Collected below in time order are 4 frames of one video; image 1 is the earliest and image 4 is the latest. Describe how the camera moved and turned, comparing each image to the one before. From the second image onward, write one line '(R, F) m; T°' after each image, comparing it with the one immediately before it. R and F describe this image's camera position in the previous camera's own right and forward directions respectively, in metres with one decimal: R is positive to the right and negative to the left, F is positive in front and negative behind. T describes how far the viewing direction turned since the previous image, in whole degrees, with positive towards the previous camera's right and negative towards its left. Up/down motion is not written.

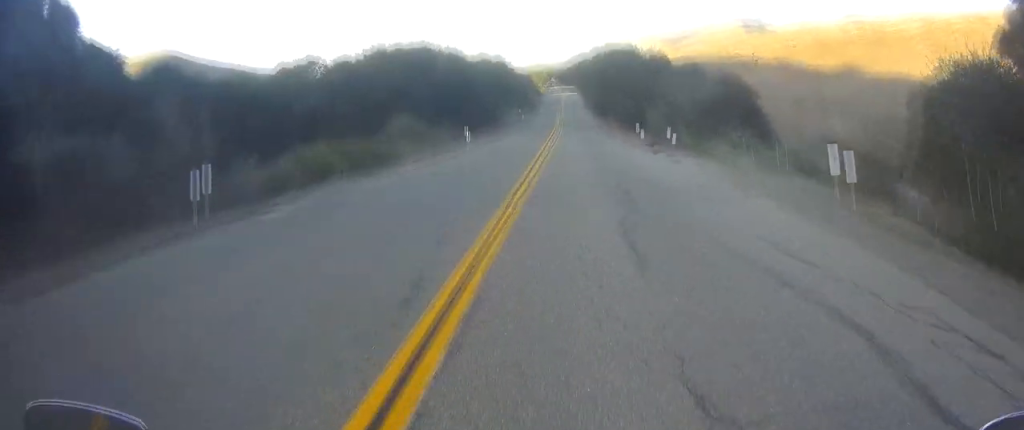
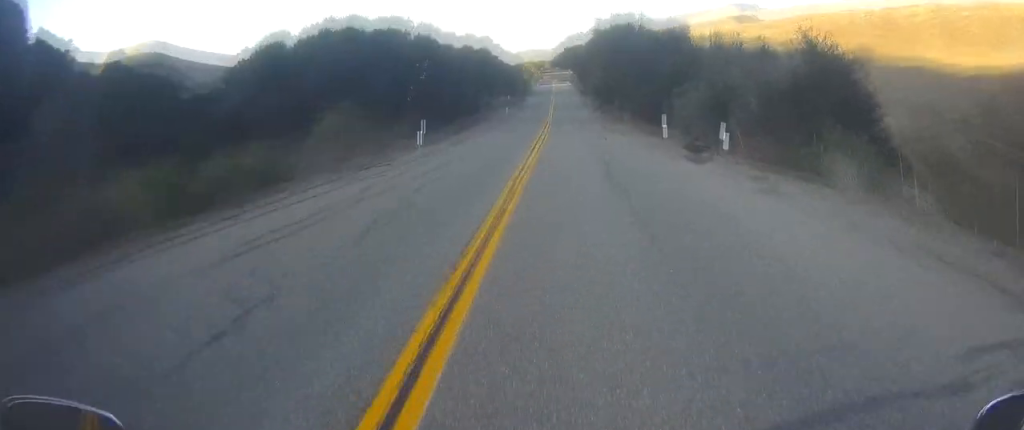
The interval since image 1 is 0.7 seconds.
(+0.2, +13.3) m; +1°
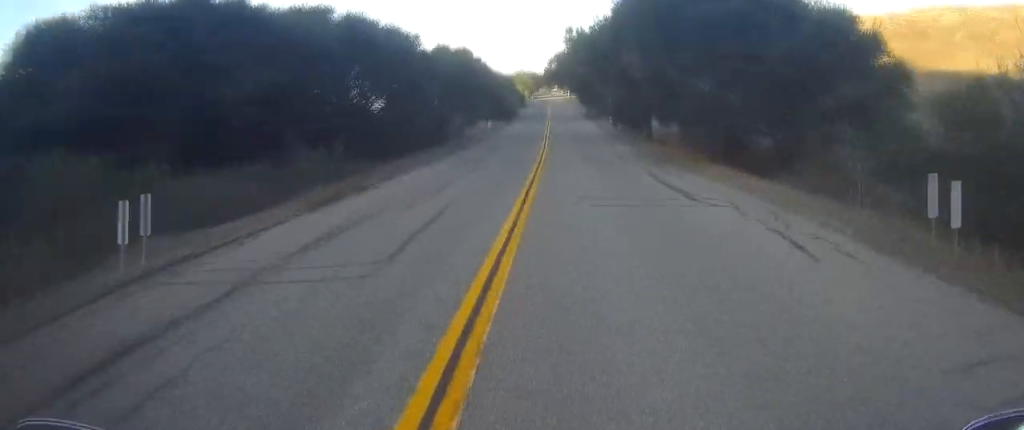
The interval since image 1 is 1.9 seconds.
(+0.3, +23.6) m; +1°
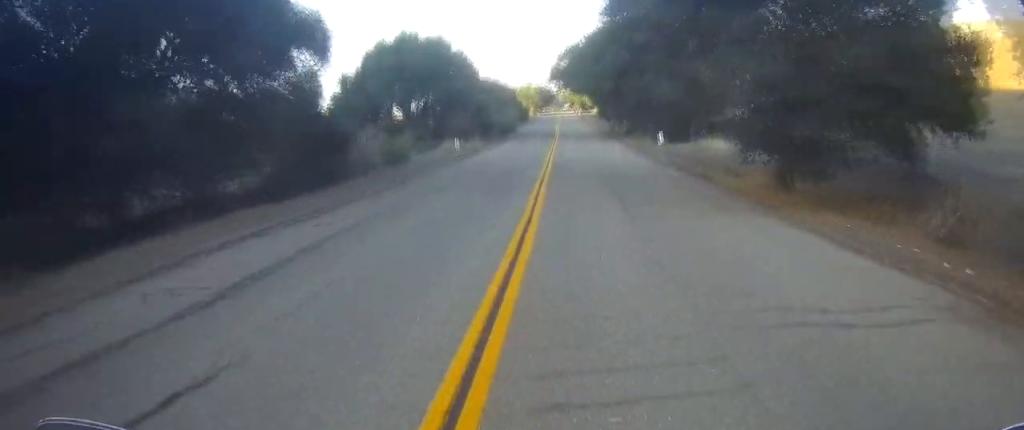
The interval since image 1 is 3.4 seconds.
(0.0, +26.8) m; -1°
